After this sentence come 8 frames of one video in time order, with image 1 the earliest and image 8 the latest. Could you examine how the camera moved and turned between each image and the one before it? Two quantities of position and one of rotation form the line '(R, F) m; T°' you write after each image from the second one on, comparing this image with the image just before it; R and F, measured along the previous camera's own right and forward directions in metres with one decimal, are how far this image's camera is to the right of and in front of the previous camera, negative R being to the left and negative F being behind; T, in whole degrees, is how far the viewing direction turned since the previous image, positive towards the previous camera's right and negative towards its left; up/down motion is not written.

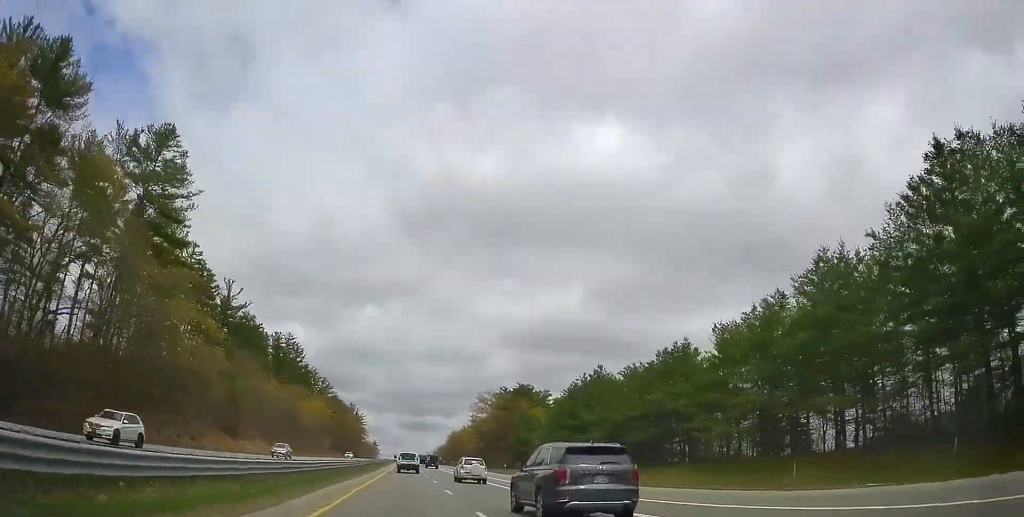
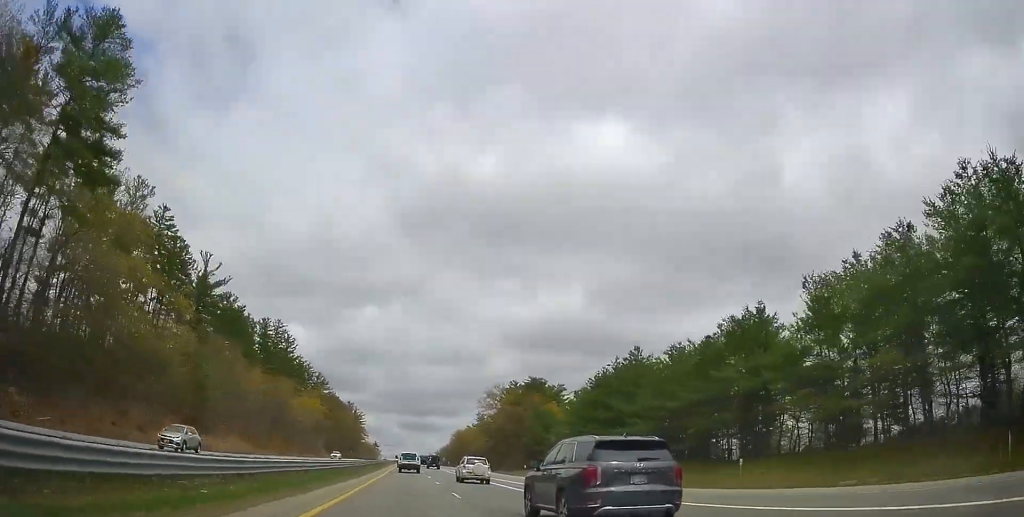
(0.0, +16.0) m; 0°
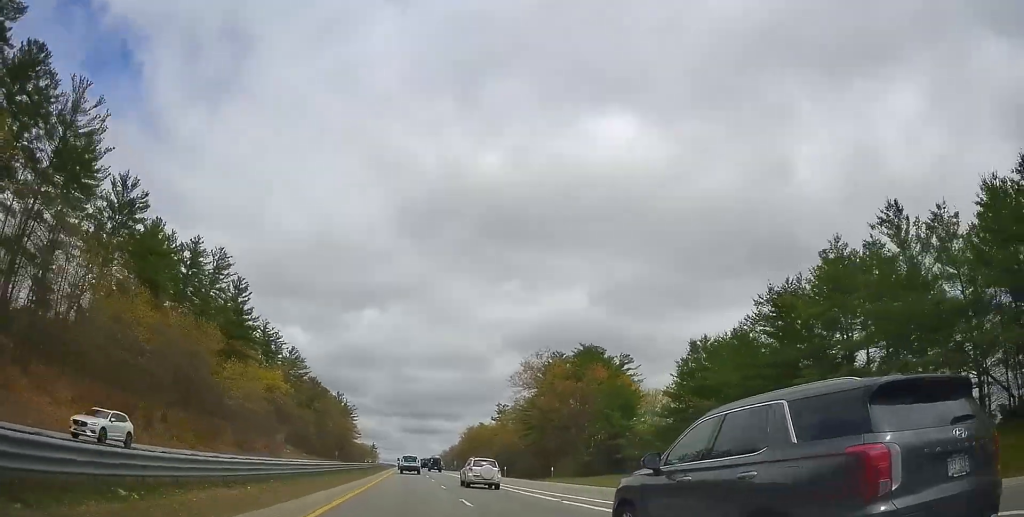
(0.0, +50.8) m; 0°
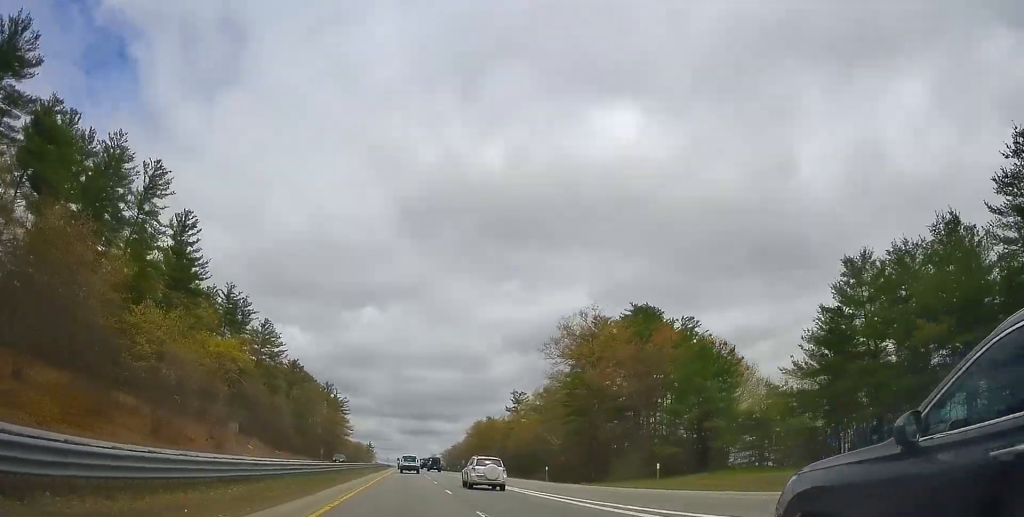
(0.0, +29.5) m; -1°
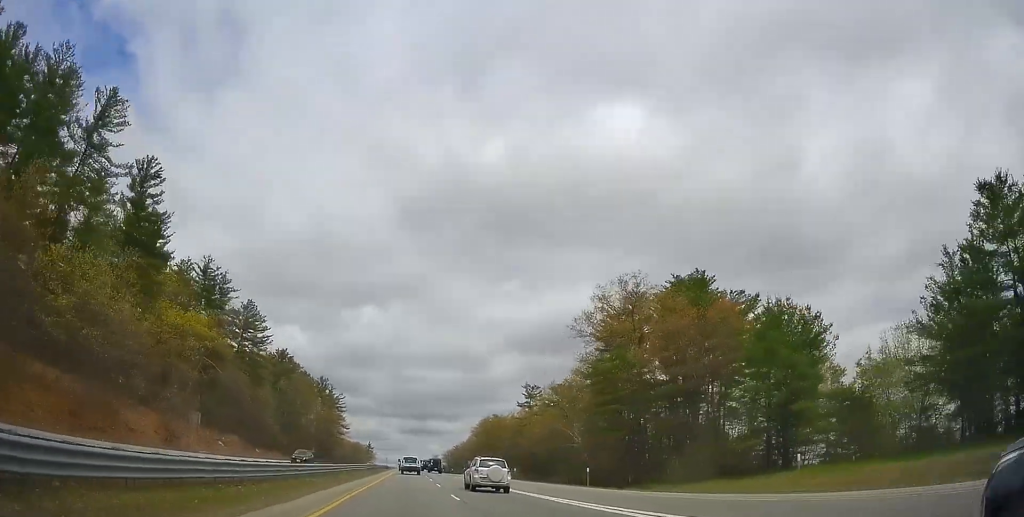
(-0.2, +15.4) m; 0°
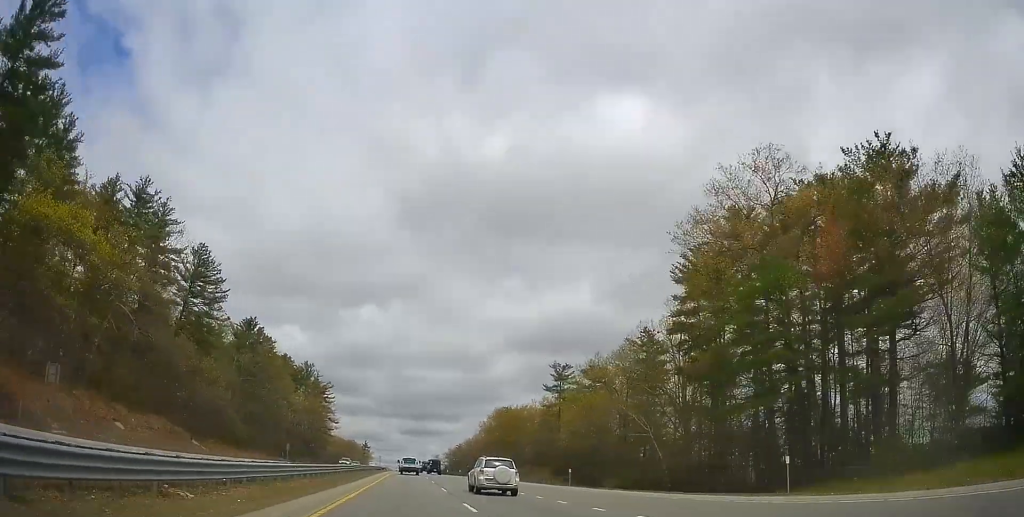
(-0.2, +29.3) m; 0°
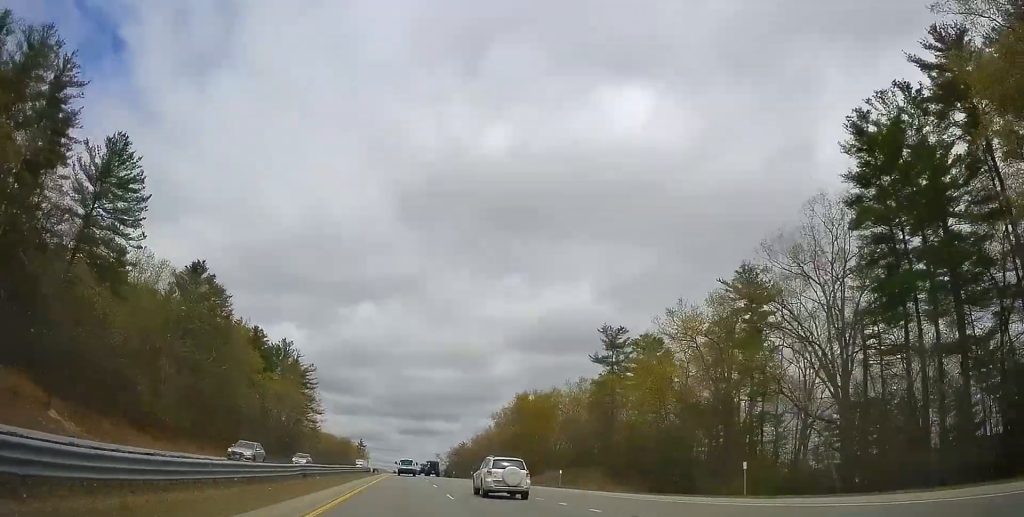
(+0.2, +30.4) m; +1°
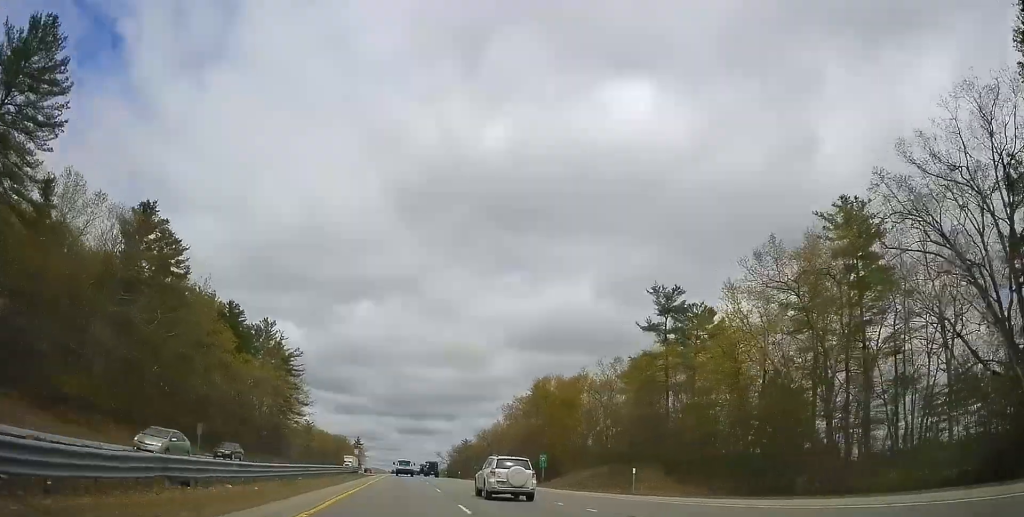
(+0.2, +18.6) m; 0°
